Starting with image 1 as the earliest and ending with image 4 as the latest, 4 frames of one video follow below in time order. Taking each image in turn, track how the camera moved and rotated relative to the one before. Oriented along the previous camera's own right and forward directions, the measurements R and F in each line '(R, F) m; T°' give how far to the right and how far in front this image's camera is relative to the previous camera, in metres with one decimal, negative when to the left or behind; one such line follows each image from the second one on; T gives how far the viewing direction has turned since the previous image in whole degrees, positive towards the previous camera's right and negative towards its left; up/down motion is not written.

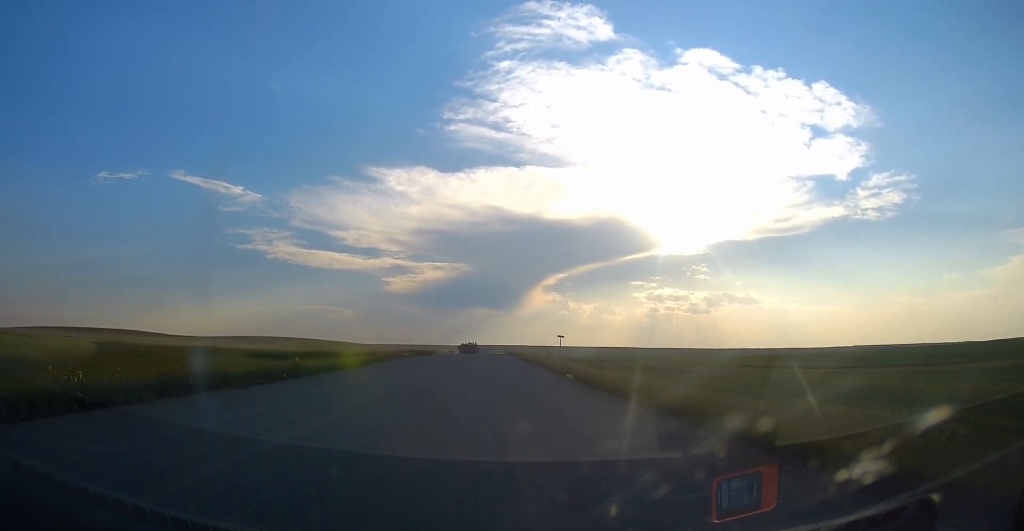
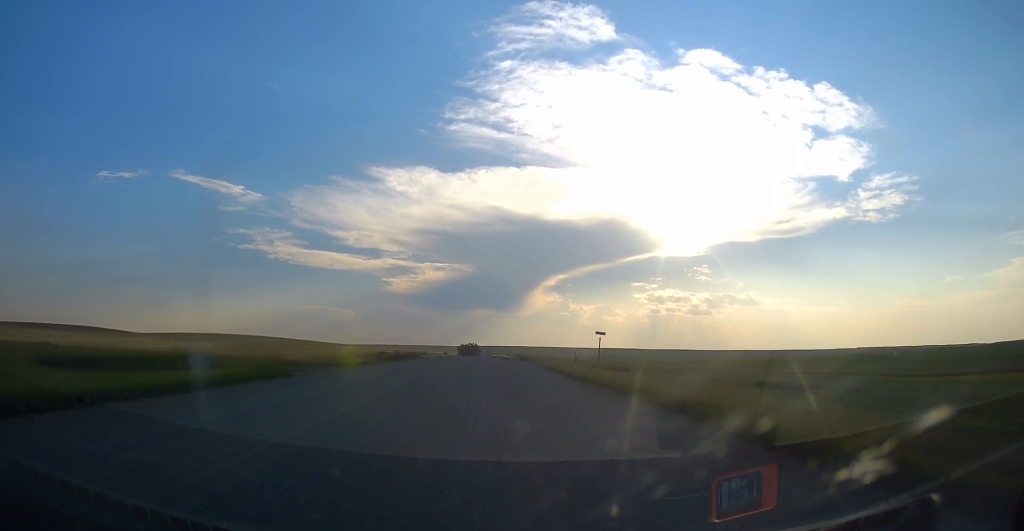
(-0.6, +28.5) m; -1°
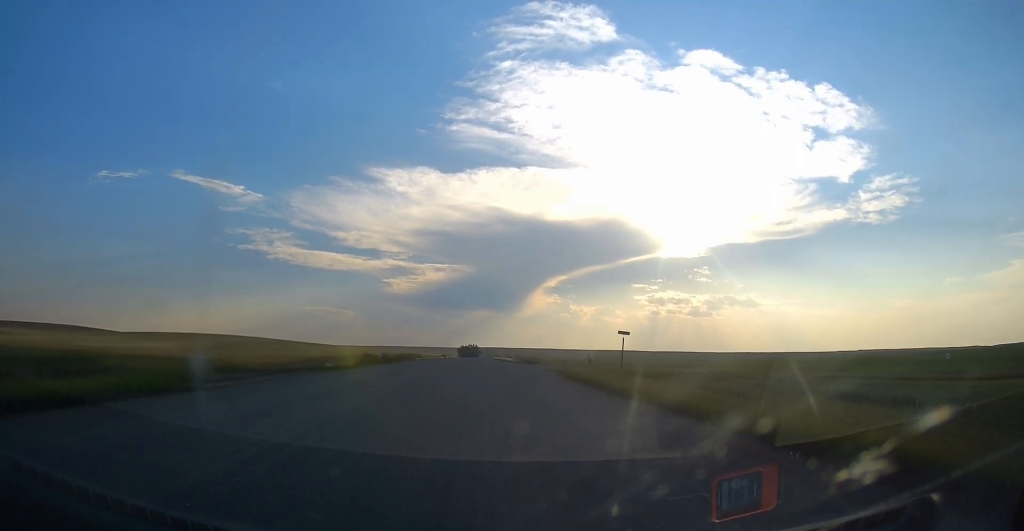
(0.0, +9.4) m; 0°
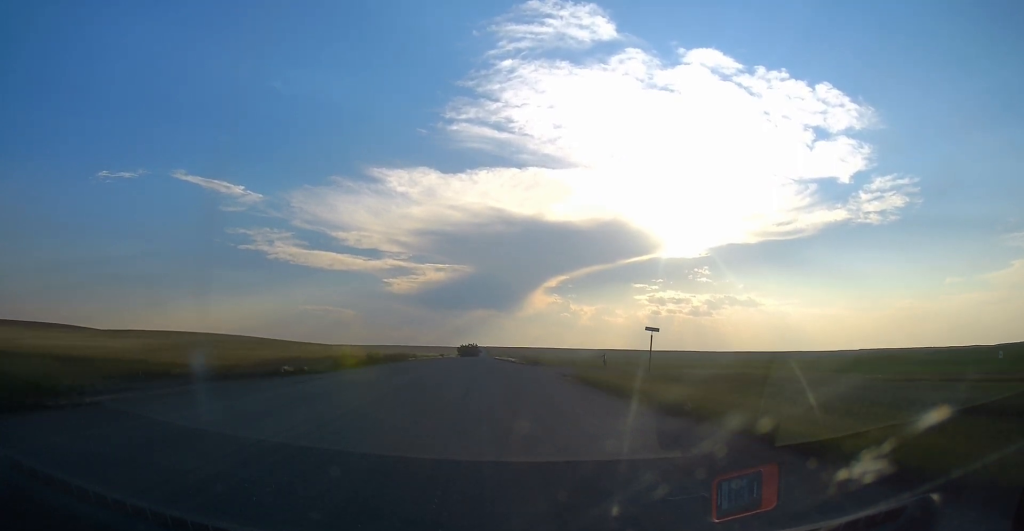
(0.0, +8.1) m; 0°
